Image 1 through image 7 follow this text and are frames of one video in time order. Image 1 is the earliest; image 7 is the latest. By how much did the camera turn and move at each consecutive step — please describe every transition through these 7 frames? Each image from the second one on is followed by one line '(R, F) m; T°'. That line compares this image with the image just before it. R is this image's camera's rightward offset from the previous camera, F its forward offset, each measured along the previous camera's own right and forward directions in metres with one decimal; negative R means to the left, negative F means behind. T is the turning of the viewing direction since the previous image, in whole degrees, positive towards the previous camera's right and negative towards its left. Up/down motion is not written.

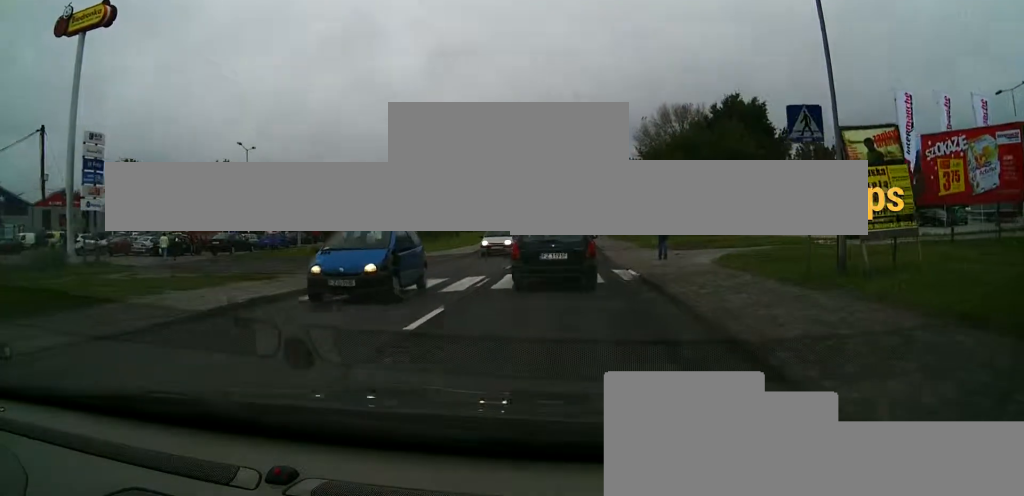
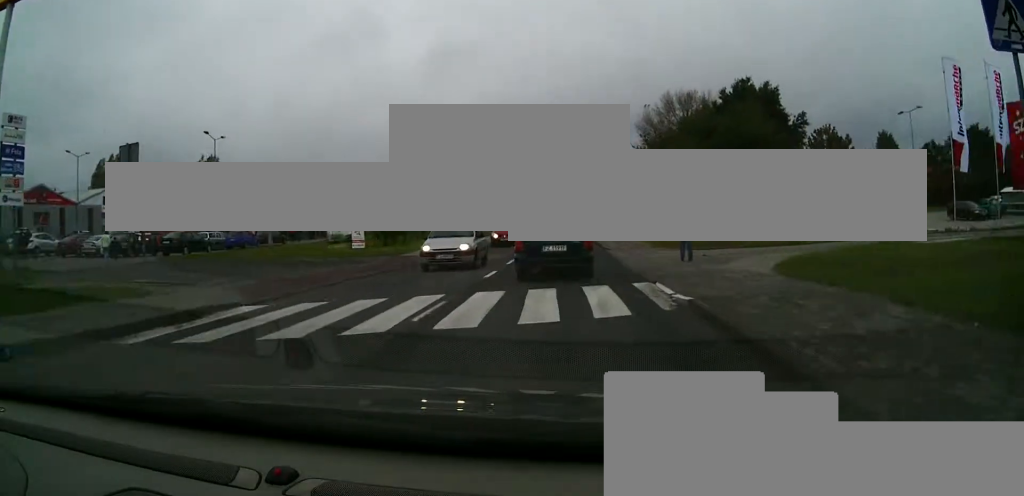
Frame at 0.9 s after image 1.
(+0.2, +5.5) m; +2°
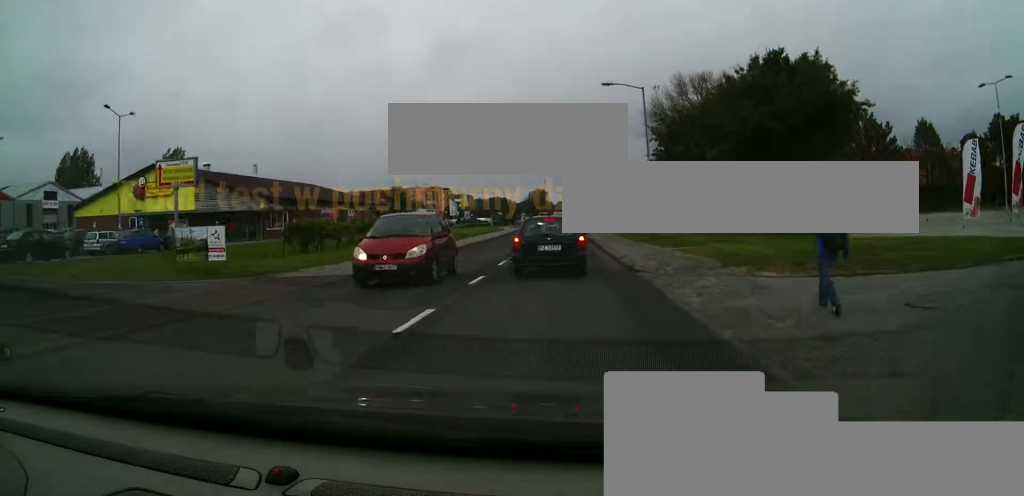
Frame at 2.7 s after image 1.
(-0.4, +12.5) m; -4°
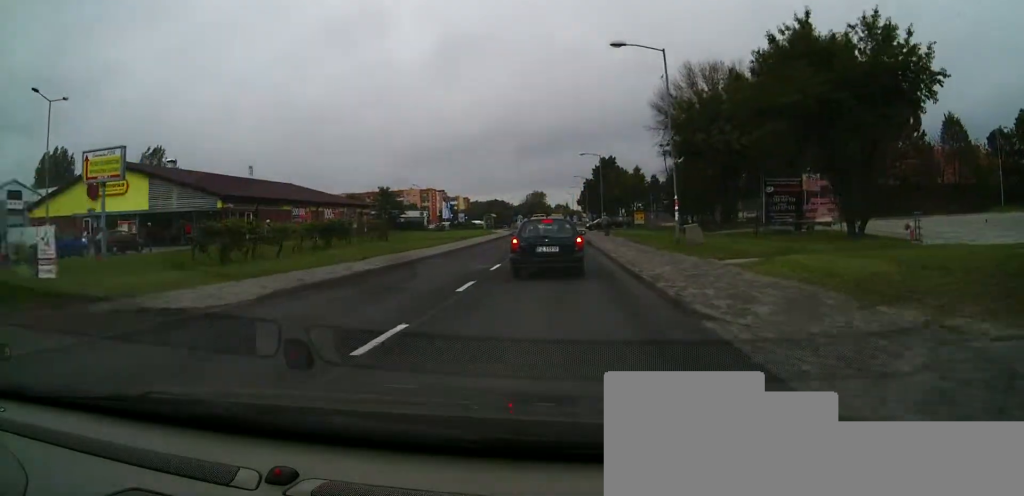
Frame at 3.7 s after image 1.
(+0.1, +7.2) m; -1°
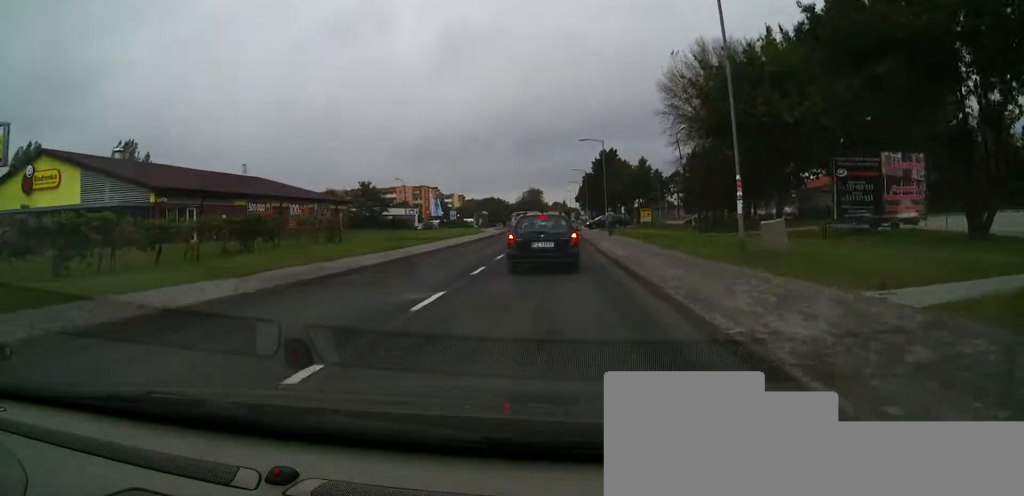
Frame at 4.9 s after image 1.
(-0.1, +8.6) m; +1°
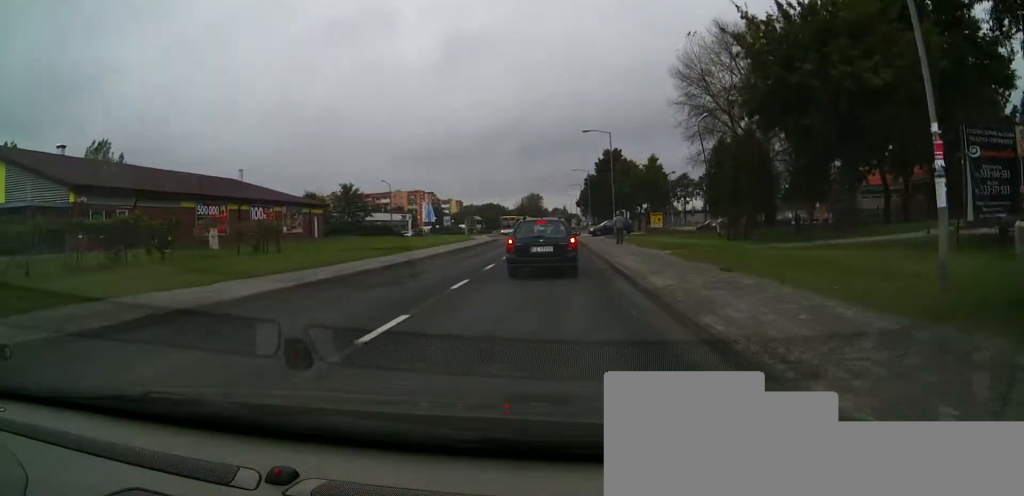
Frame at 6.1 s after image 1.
(+0.2, +8.3) m; +2°
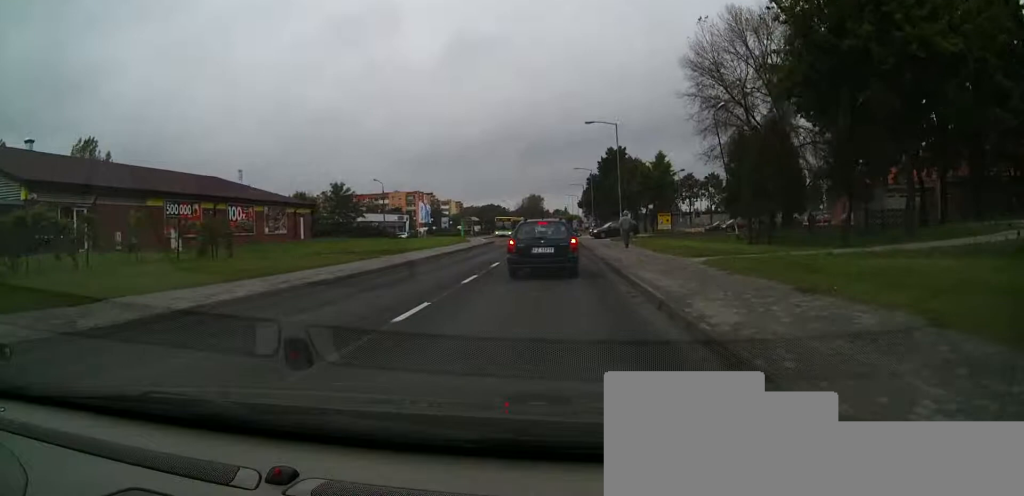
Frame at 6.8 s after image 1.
(0.0, +4.4) m; -1°
